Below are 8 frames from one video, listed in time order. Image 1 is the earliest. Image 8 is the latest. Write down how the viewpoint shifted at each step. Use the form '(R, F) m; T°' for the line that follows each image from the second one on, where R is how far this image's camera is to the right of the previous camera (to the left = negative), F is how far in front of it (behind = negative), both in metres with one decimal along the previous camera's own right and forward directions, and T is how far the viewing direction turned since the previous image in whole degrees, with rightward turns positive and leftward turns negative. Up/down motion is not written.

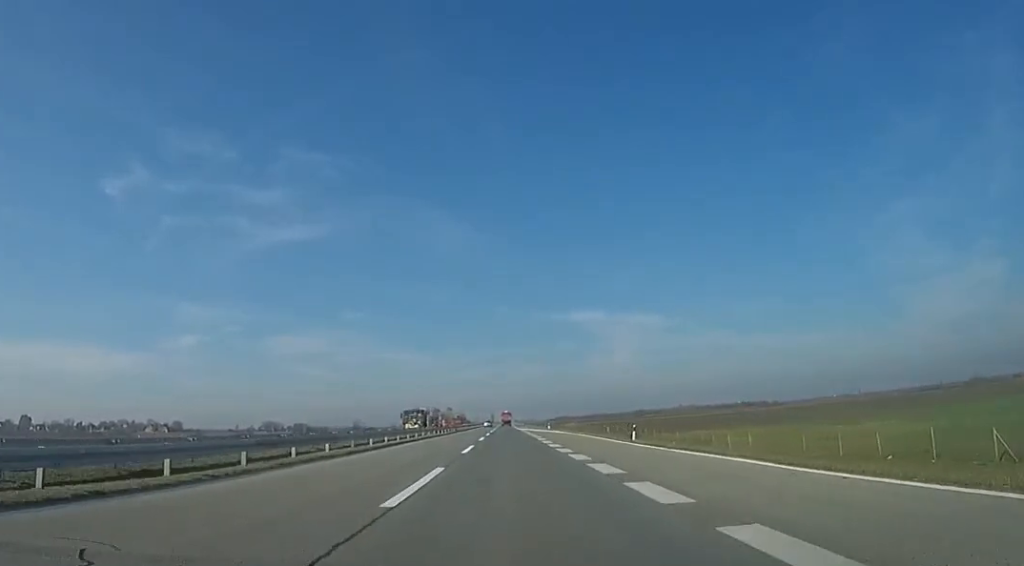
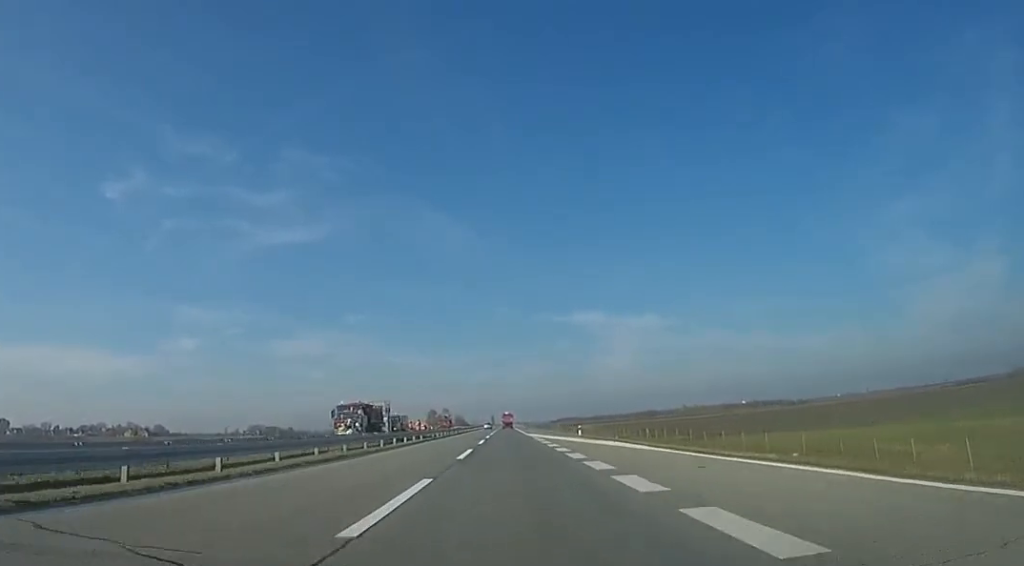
(-0.1, +33.6) m; 0°
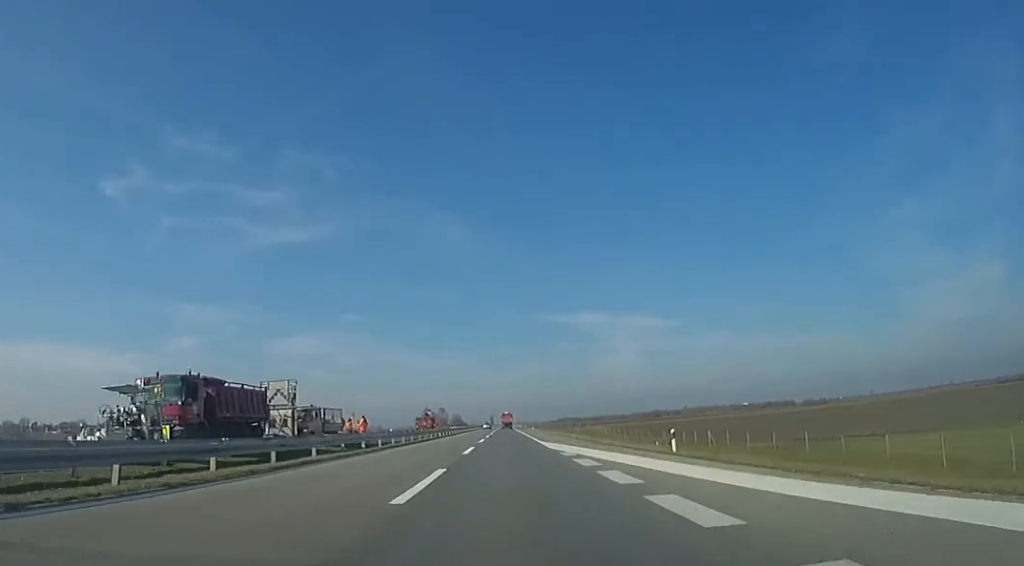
(+0.2, +28.2) m; 0°
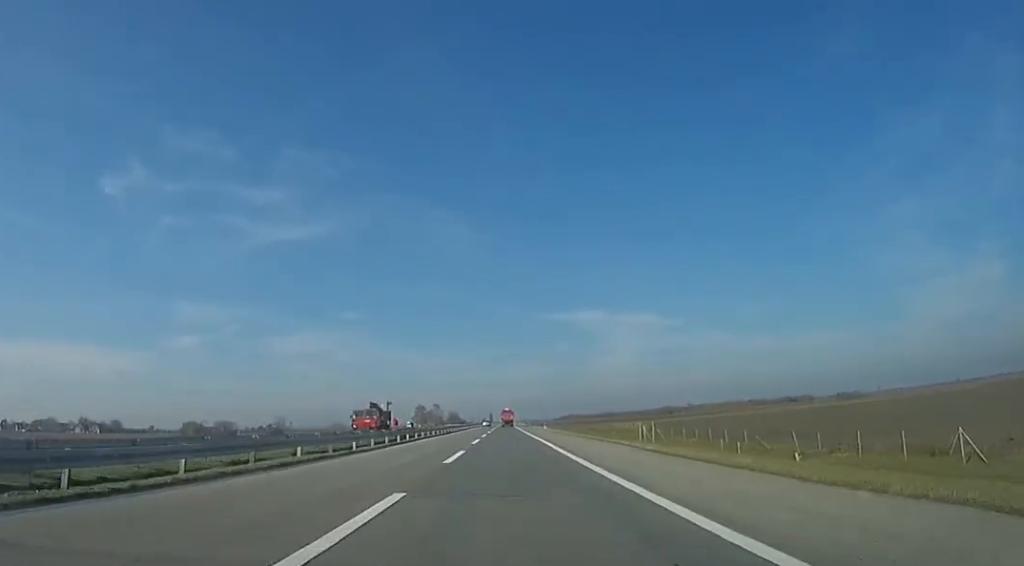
(-0.2, +37.4) m; 0°
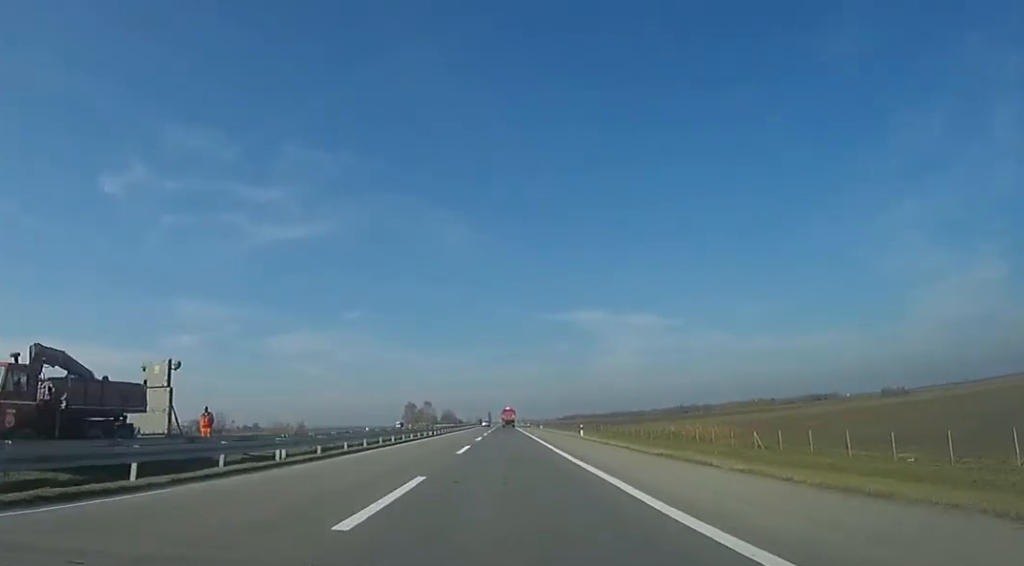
(-0.4, +41.7) m; 0°
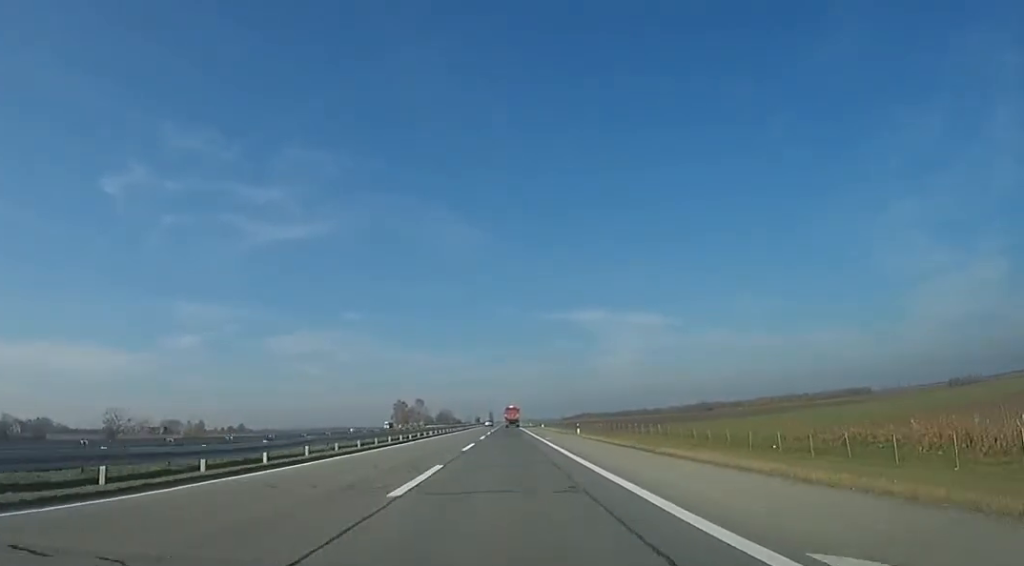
(+0.9, +45.6) m; 0°
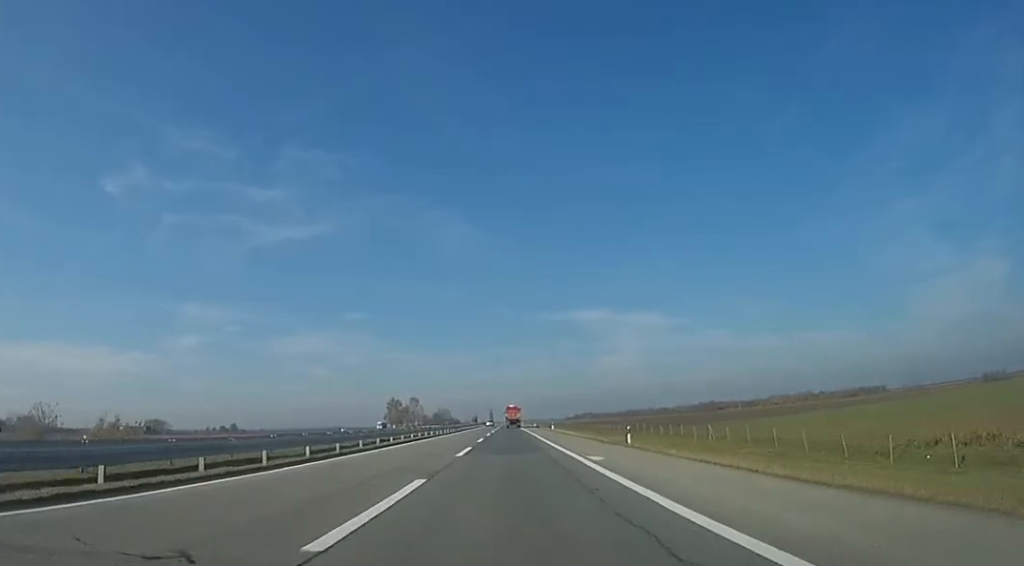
(-0.9, +20.0) m; 0°
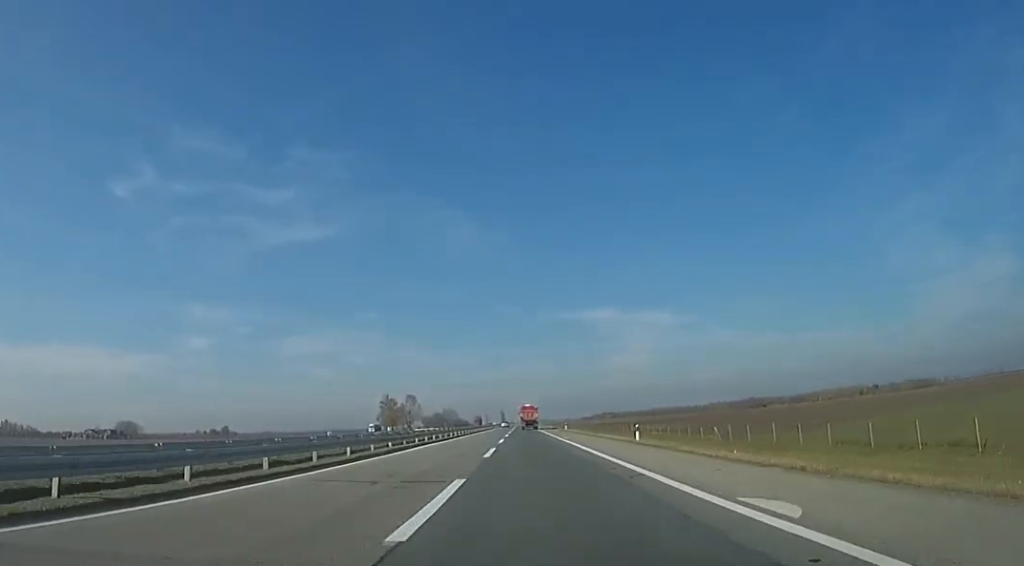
(+0.9, +46.0) m; -1°
